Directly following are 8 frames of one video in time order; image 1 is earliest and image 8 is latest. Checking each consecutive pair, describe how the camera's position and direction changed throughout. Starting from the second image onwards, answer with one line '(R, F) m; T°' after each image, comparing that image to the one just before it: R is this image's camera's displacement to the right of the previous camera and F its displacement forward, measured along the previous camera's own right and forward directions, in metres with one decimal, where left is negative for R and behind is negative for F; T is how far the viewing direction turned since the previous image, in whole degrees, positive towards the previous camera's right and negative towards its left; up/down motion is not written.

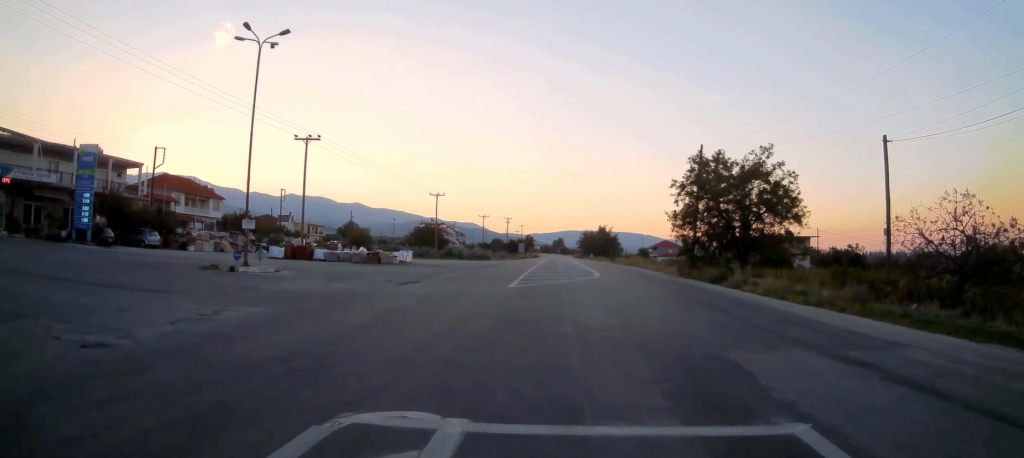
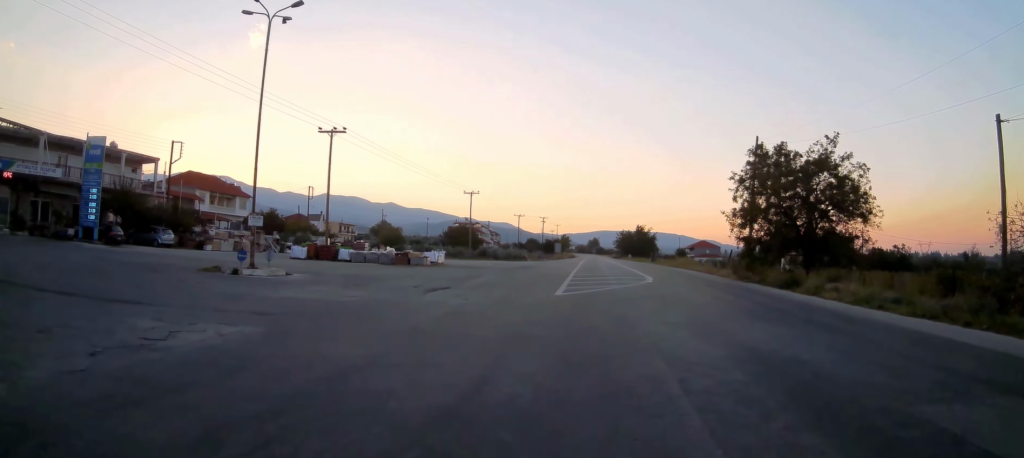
(-0.2, +3.1) m; -7°
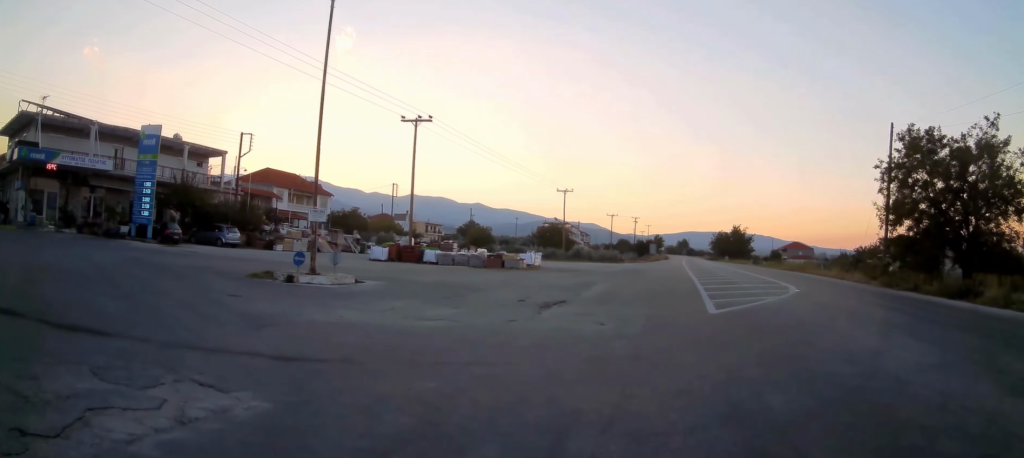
(-0.4, +4.3) m; -12°
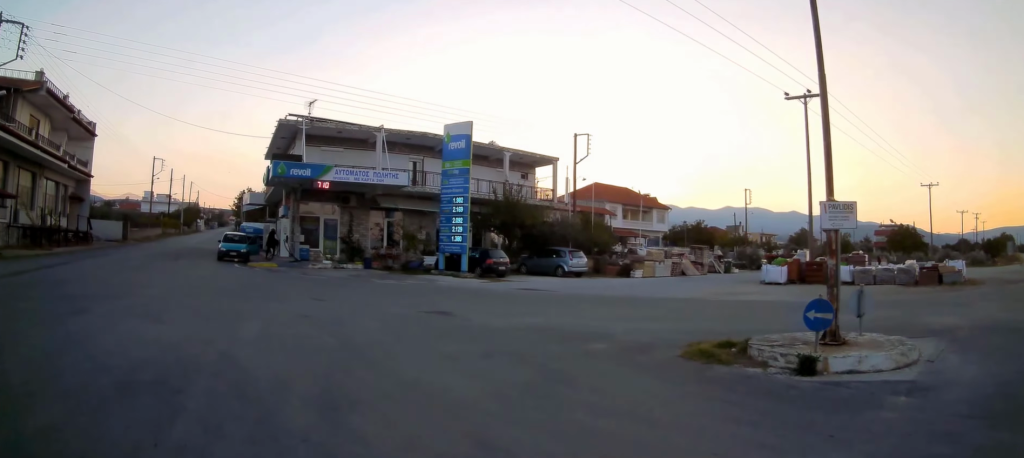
(-3.0, +9.3) m; -38°
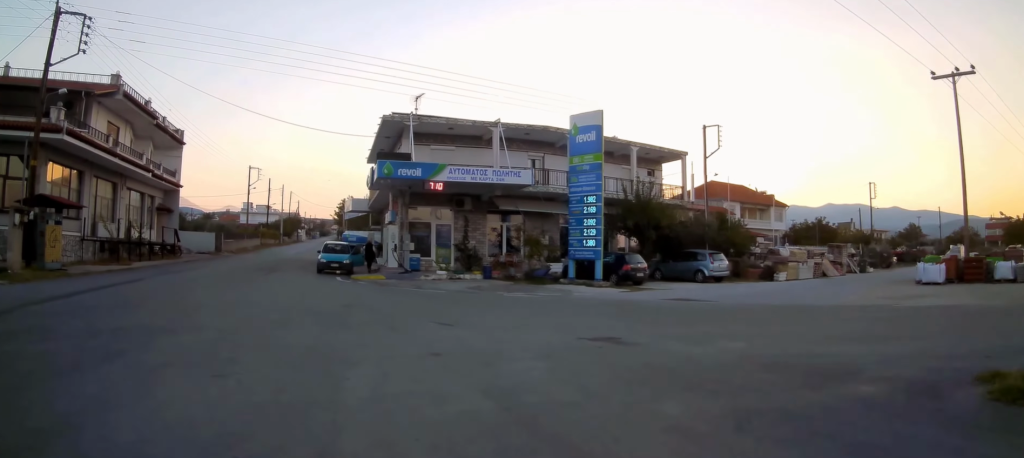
(-0.5, +3.4) m; -6°
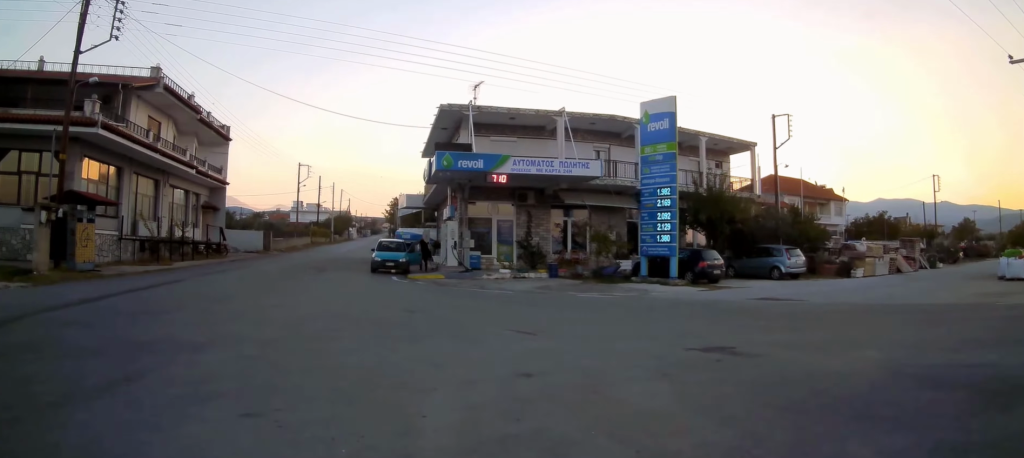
(-0.2, +1.8) m; -1°
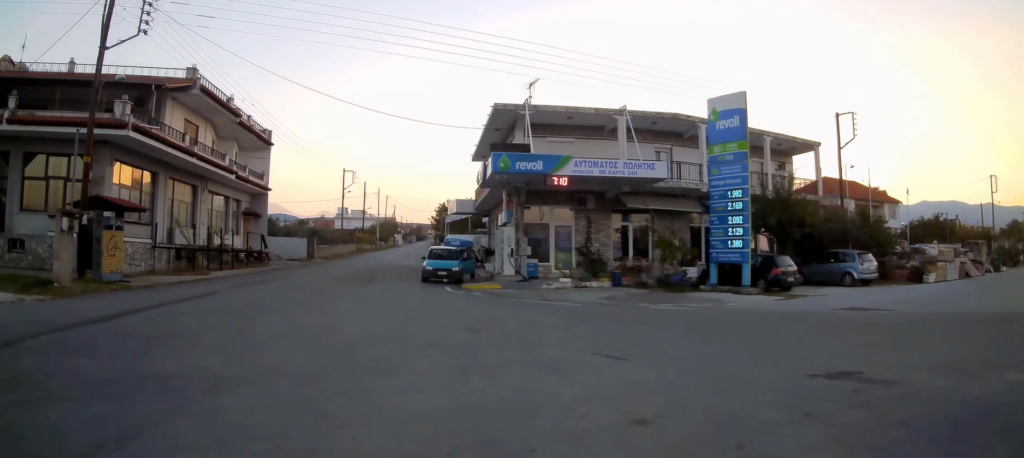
(+0.2, +1.8) m; 0°
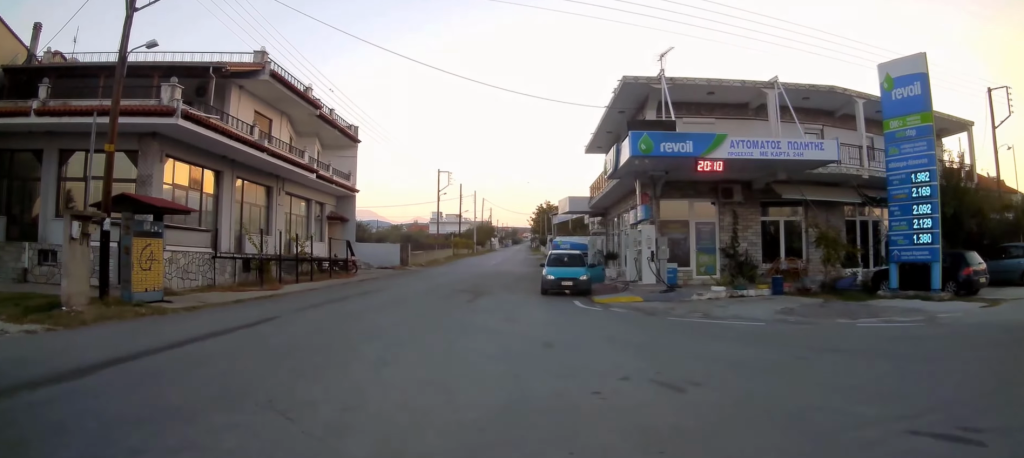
(+0.1, +4.8) m; 0°
